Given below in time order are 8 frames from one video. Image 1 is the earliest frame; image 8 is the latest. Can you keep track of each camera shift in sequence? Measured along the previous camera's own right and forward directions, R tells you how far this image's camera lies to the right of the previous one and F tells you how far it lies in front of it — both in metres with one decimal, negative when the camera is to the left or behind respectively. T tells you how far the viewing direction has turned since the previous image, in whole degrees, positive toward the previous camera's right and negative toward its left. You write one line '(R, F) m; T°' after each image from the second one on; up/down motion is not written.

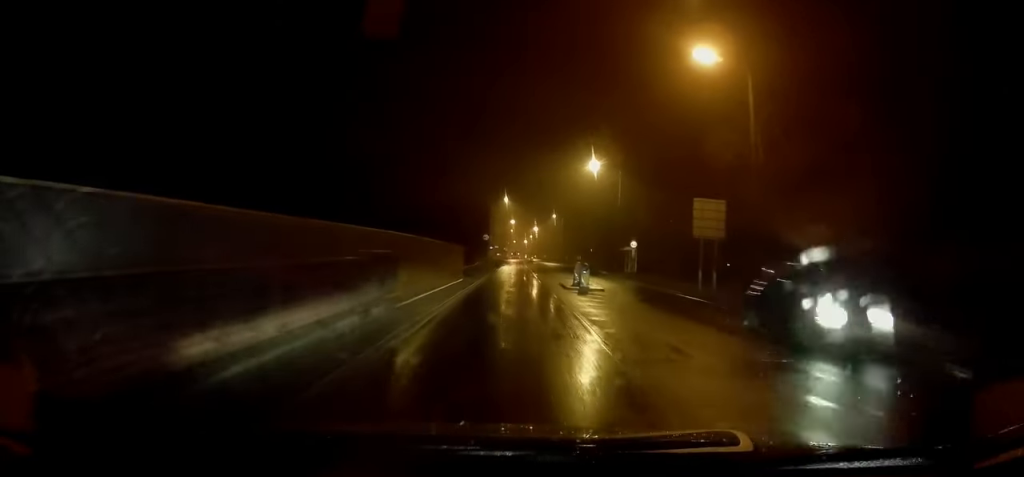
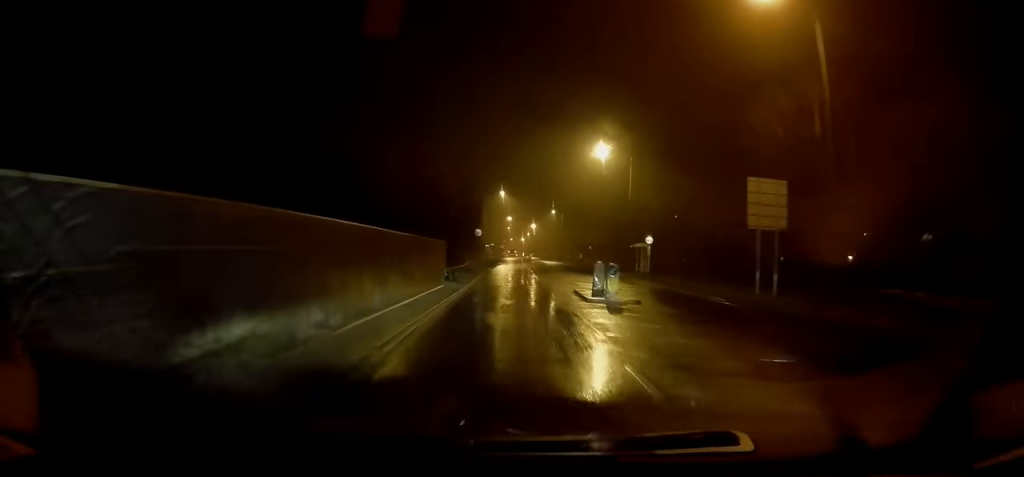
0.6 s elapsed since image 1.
(+0.1, +7.0) m; -1°
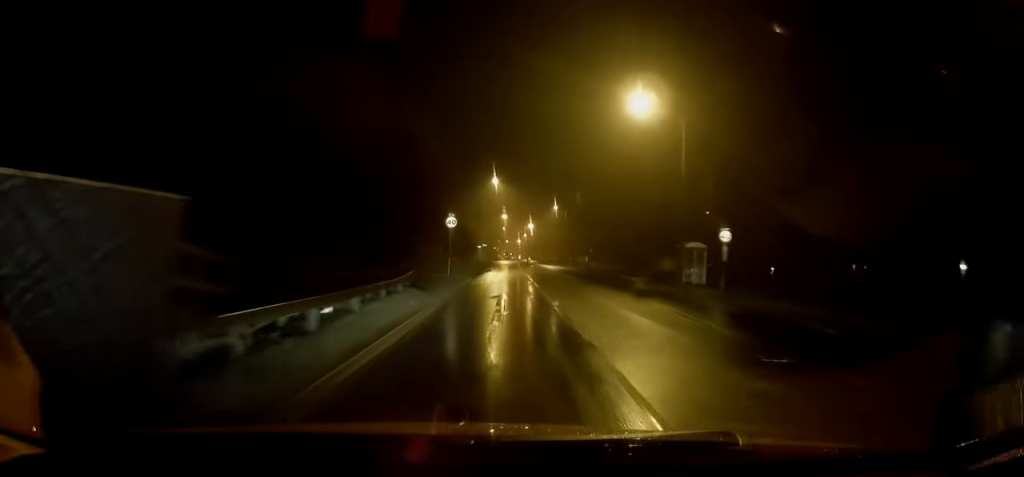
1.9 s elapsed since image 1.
(-0.3, +17.0) m; -1°
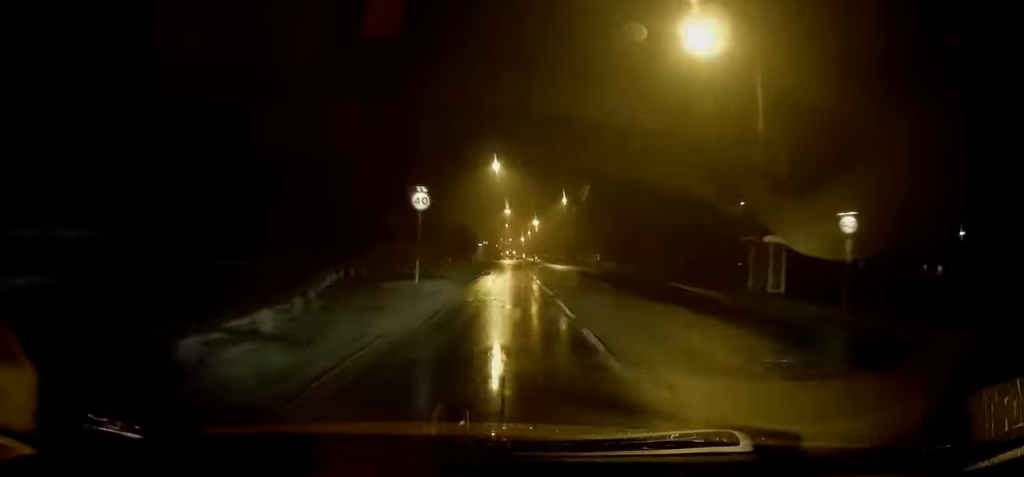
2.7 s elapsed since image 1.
(+0.1, +10.5) m; 0°
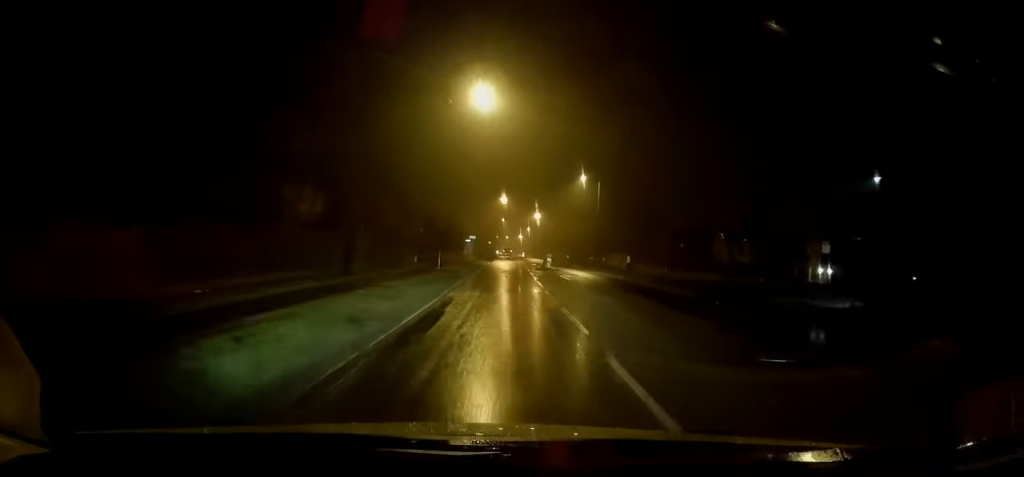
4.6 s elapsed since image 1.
(-0.2, +26.1) m; 0°
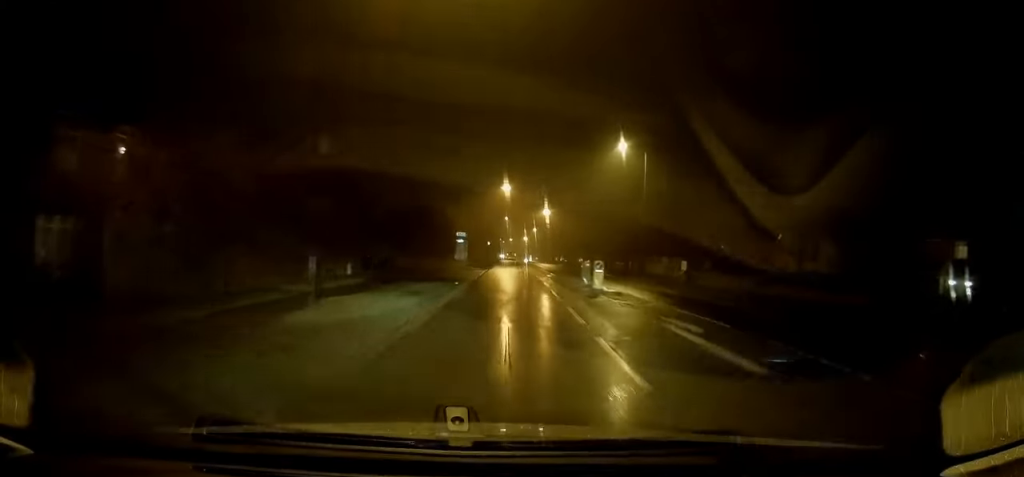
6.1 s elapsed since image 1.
(+0.3, +21.2) m; 0°
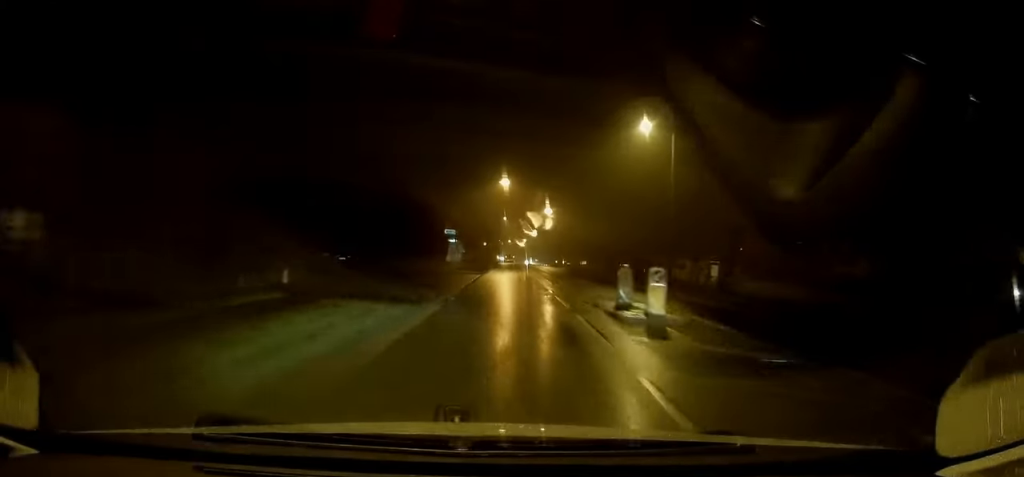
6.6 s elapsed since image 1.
(0.0, +7.9) m; 0°
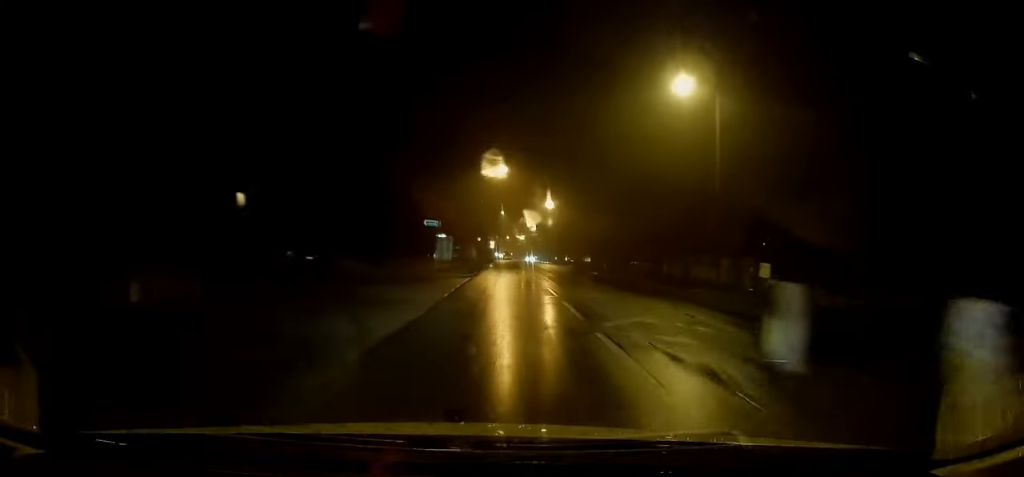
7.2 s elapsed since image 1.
(-0.1, +8.9) m; 0°
